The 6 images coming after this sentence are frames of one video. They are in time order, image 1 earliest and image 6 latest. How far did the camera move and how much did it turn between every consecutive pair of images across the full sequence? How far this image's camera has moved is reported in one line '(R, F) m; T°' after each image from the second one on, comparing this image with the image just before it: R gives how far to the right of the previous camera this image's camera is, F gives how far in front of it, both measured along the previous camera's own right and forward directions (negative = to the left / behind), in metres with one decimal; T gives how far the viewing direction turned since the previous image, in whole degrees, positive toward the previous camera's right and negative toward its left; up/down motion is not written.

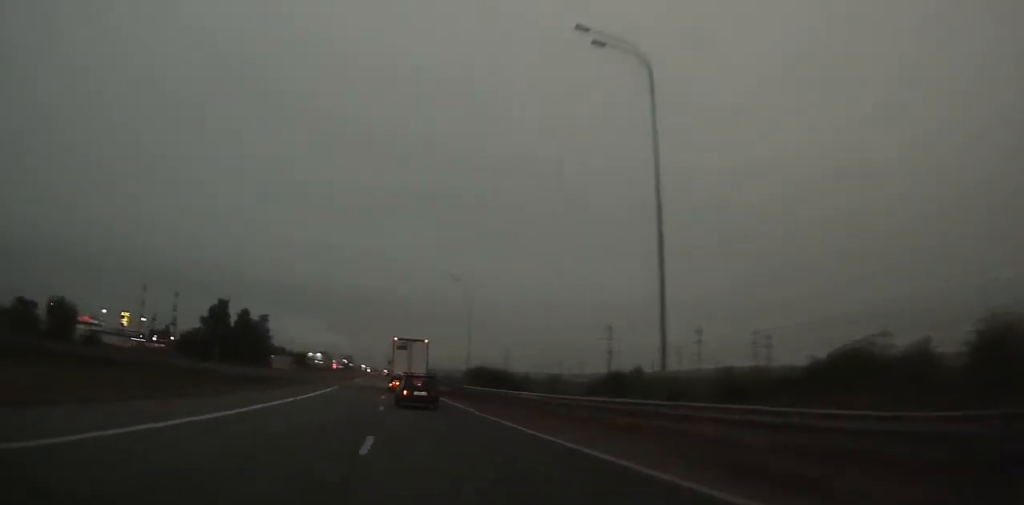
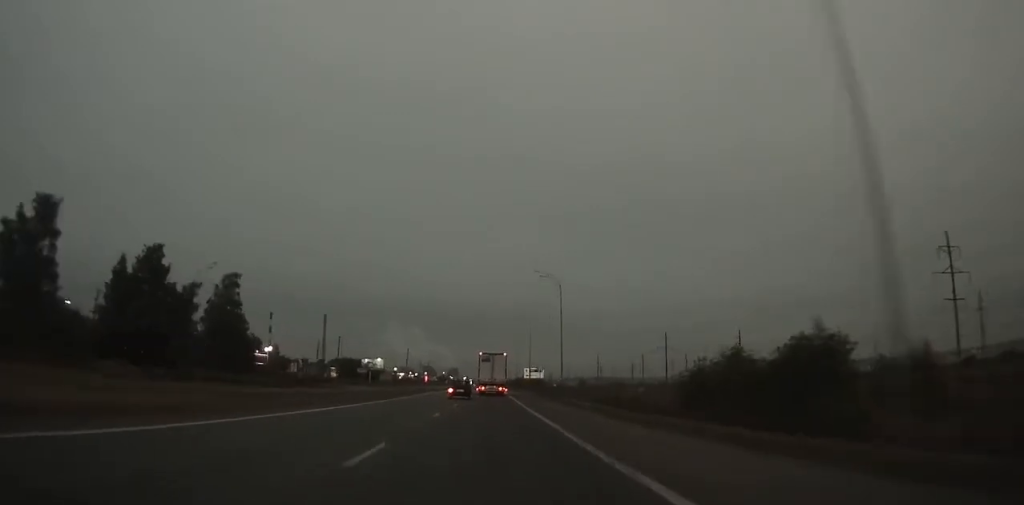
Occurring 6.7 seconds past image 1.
(-23.6, +92.6) m; -16°
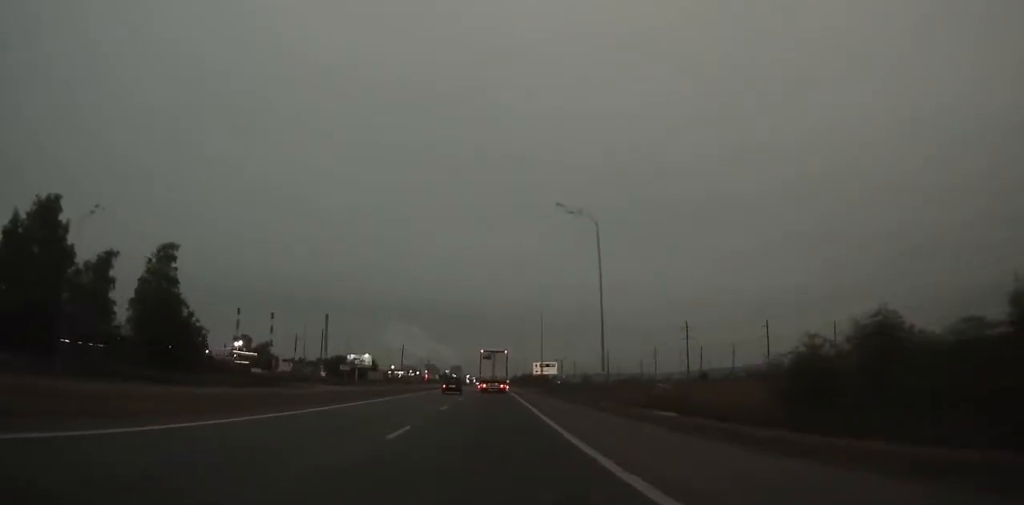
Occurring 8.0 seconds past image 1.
(0.0, +20.5) m; 0°
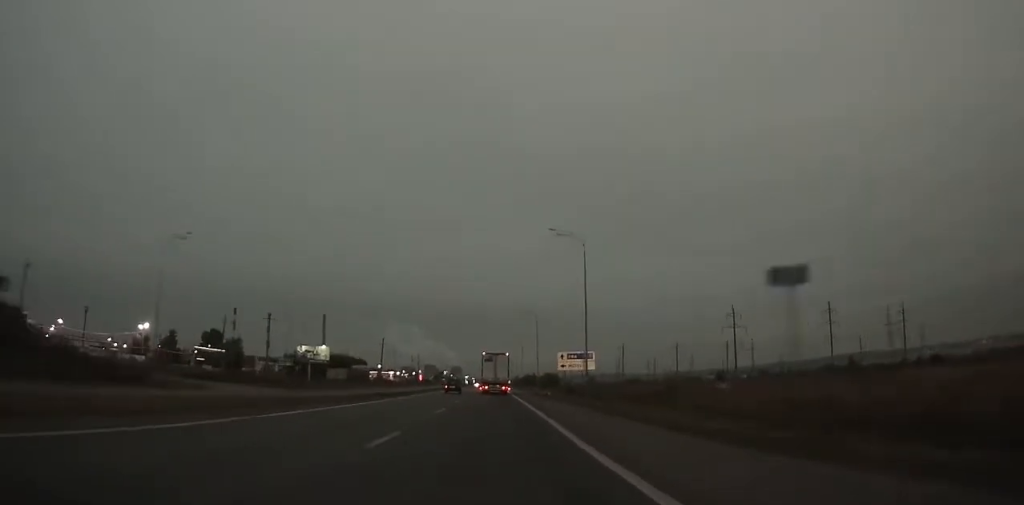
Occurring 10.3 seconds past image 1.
(+0.1, +37.5) m; 0°
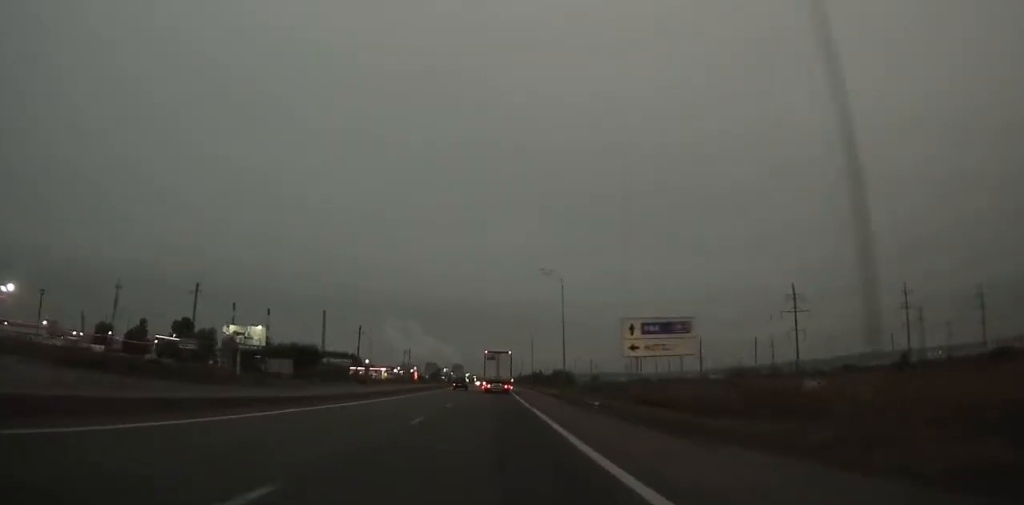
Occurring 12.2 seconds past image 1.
(0.0, +32.2) m; 0°
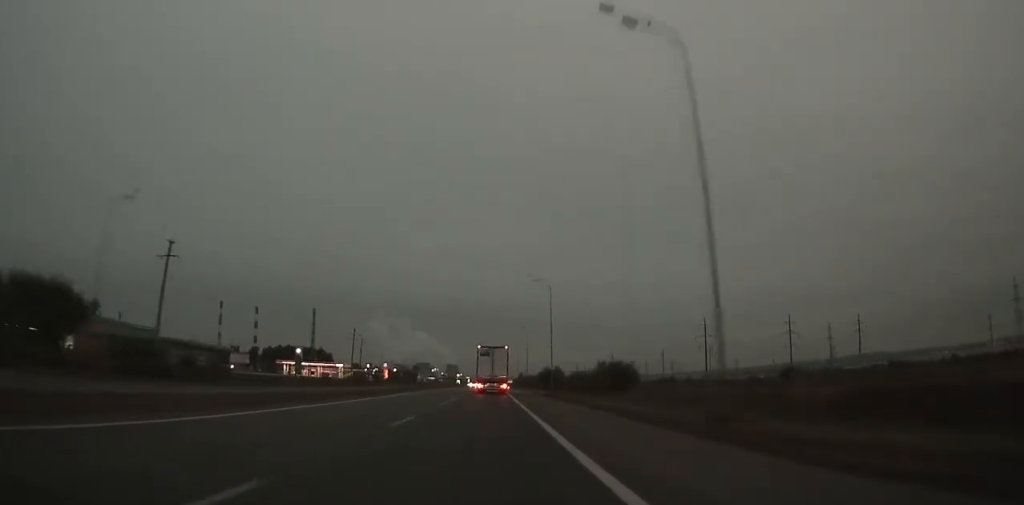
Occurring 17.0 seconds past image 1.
(-0.1, +82.4) m; 0°
